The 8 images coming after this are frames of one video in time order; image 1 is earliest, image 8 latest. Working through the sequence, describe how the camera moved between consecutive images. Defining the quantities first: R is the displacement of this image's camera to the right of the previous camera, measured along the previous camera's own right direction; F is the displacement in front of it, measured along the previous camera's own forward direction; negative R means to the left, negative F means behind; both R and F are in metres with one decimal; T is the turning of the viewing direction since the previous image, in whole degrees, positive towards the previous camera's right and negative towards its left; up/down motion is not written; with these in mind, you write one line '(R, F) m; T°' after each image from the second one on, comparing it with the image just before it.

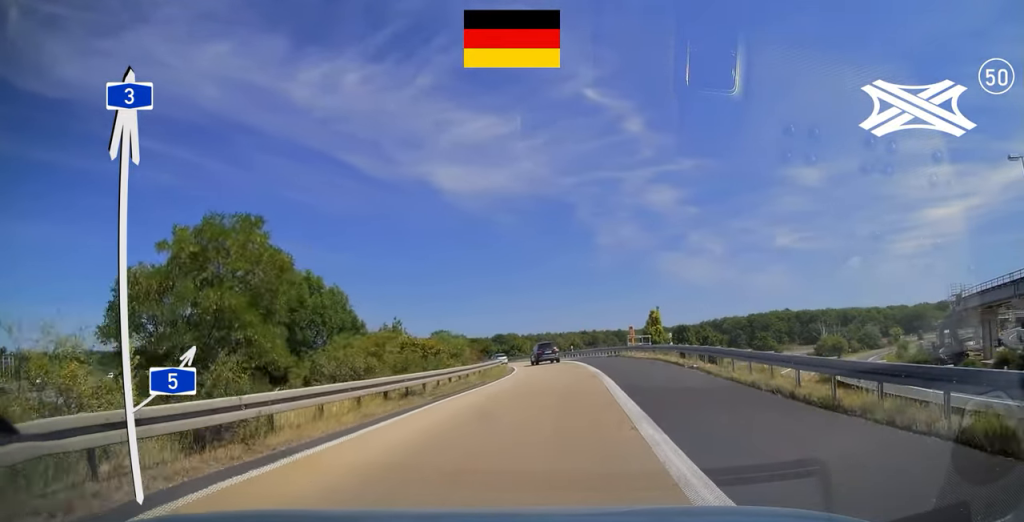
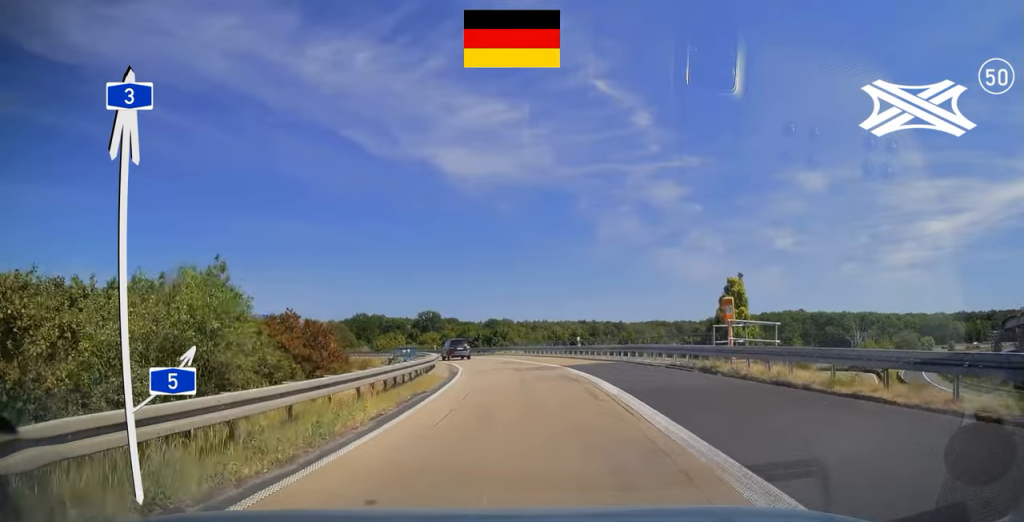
(+1.2, +27.2) m; +1°
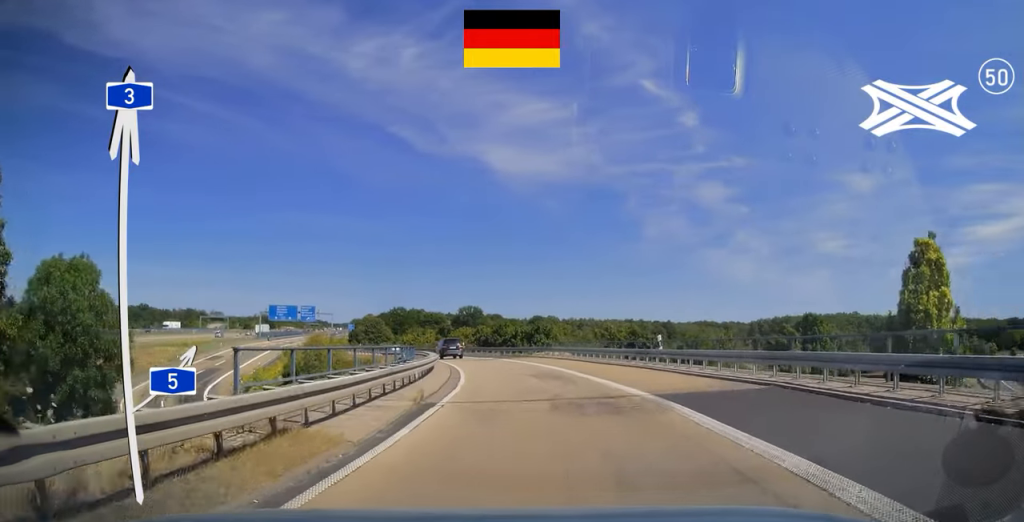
(-0.2, +13.9) m; -3°
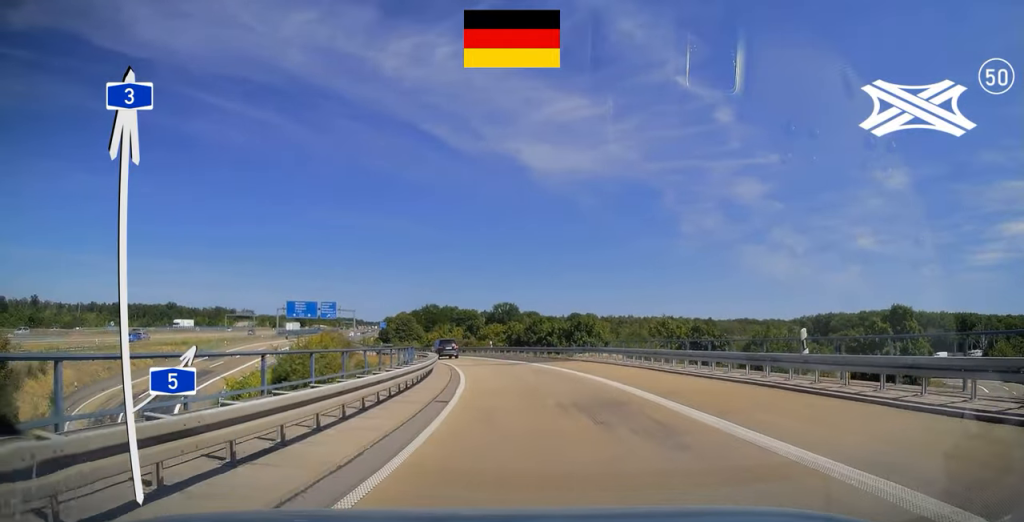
(-0.3, +10.8) m; -3°
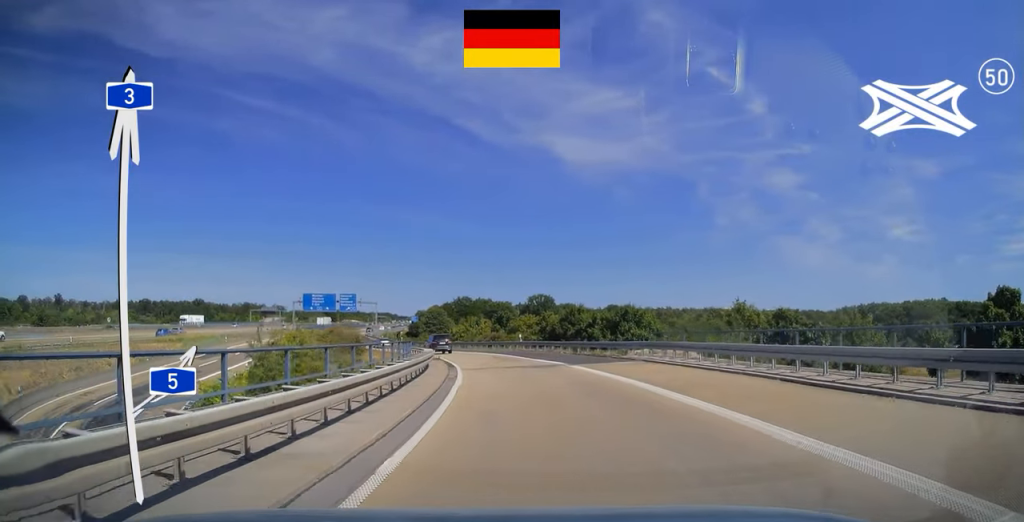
(-0.2, +10.5) m; -3°
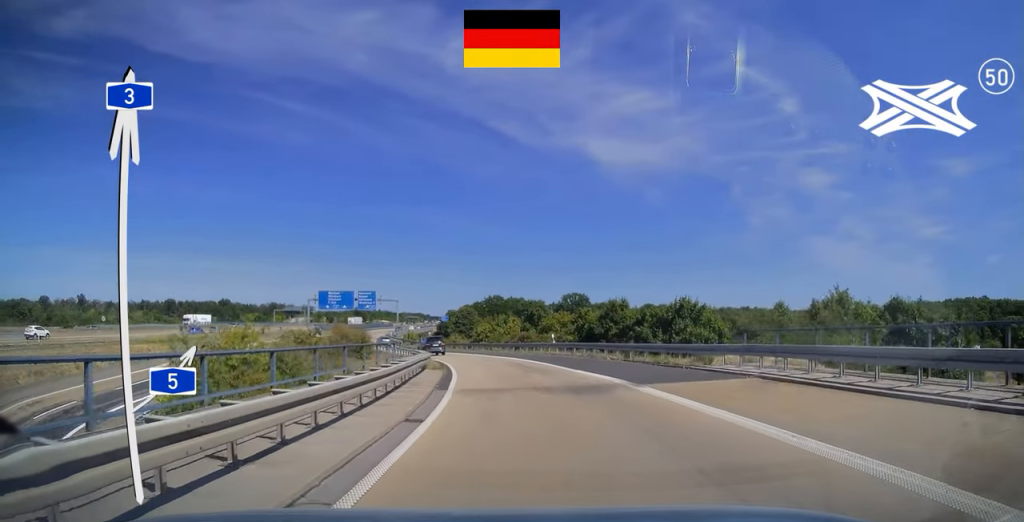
(-0.3, +9.7) m; -3°
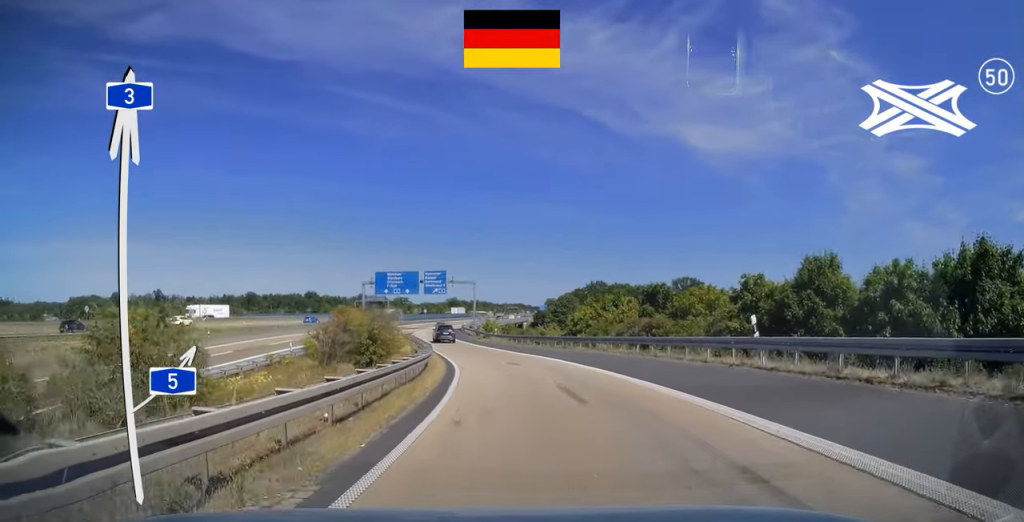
(-1.8, +25.1) m; -10°
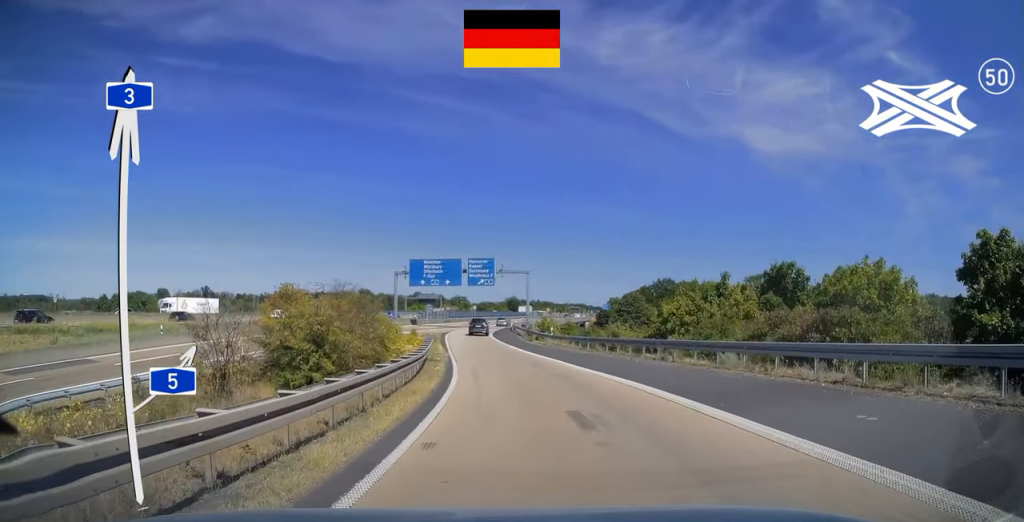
(-1.4, +16.0) m; -6°
